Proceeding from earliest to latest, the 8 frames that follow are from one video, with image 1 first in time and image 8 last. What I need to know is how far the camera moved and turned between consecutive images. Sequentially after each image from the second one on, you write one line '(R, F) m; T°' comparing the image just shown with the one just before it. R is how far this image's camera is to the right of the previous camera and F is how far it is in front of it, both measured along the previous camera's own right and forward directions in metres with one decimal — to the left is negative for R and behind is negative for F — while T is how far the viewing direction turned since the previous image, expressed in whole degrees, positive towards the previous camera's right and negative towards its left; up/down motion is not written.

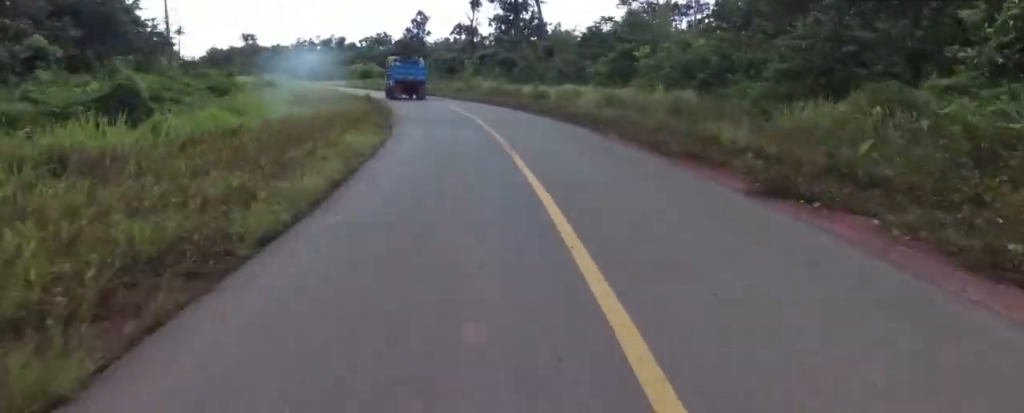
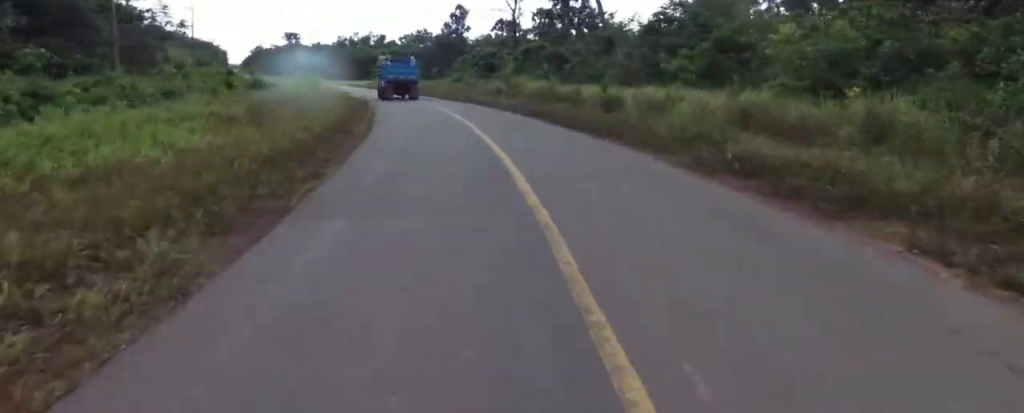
(+0.2, +10.8) m; -3°
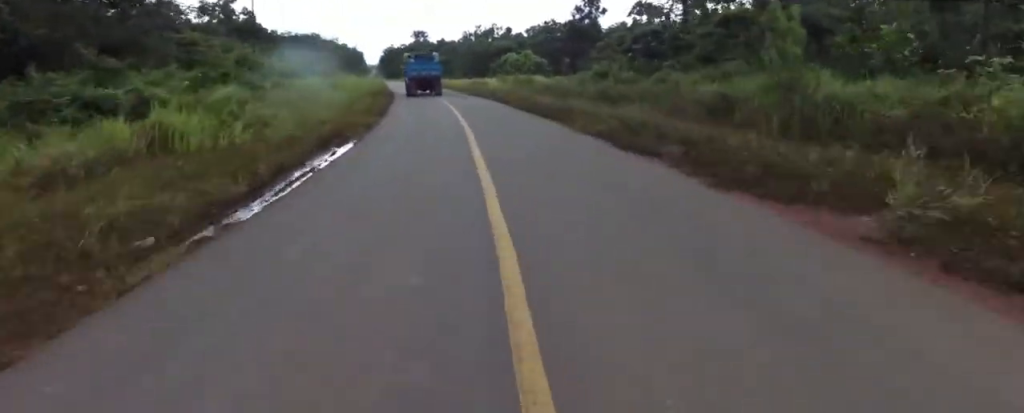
(-2.0, +25.6) m; -8°
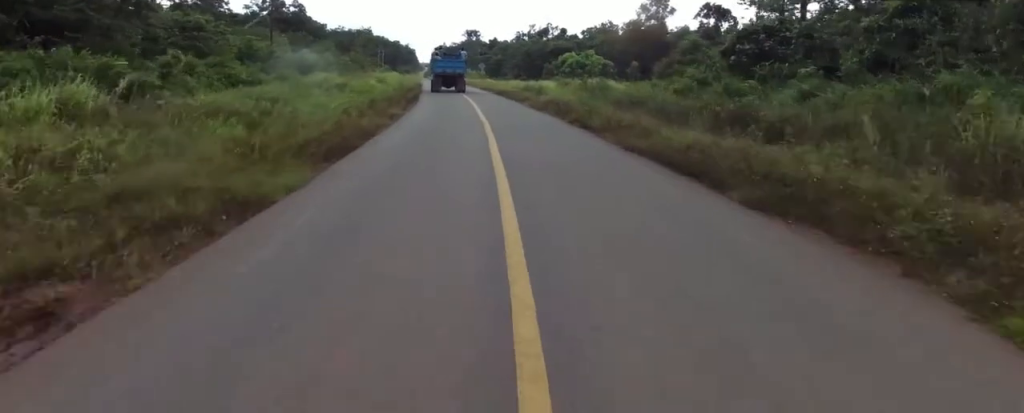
(+0.4, +11.9) m; -5°
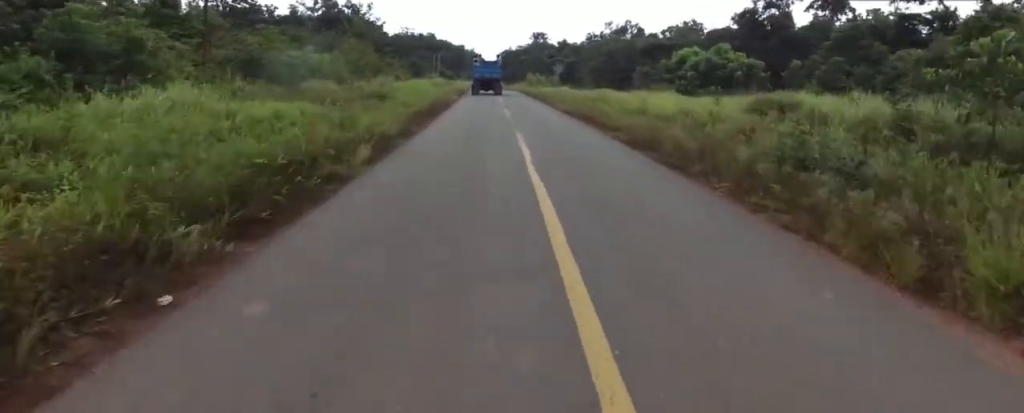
(-4.1, +24.5) m; -14°
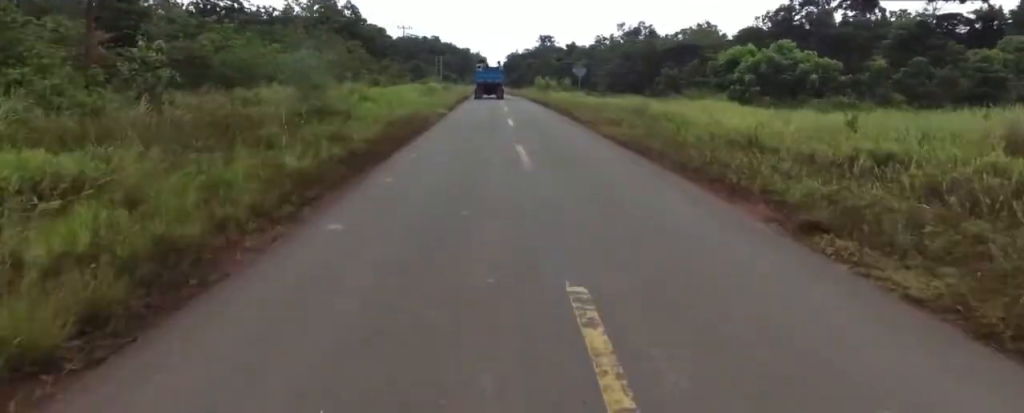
(-0.1, +9.5) m; -3°
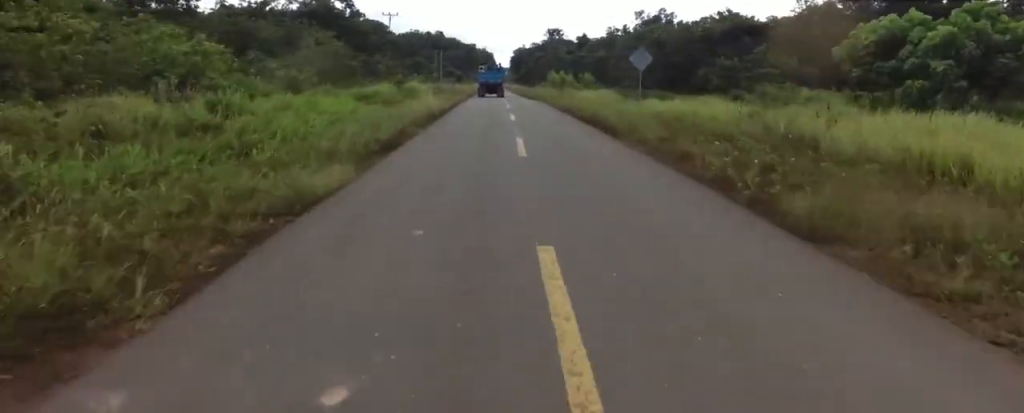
(-0.6, +15.6) m; +1°
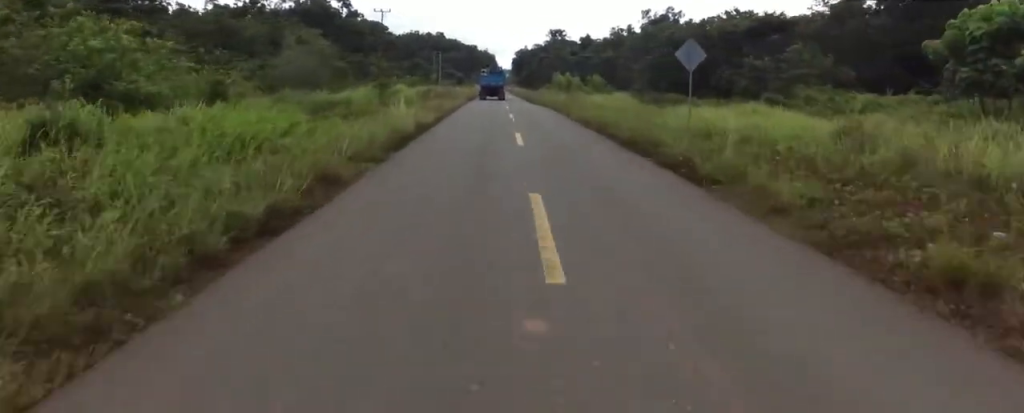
(+0.5, +5.8) m; -1°
